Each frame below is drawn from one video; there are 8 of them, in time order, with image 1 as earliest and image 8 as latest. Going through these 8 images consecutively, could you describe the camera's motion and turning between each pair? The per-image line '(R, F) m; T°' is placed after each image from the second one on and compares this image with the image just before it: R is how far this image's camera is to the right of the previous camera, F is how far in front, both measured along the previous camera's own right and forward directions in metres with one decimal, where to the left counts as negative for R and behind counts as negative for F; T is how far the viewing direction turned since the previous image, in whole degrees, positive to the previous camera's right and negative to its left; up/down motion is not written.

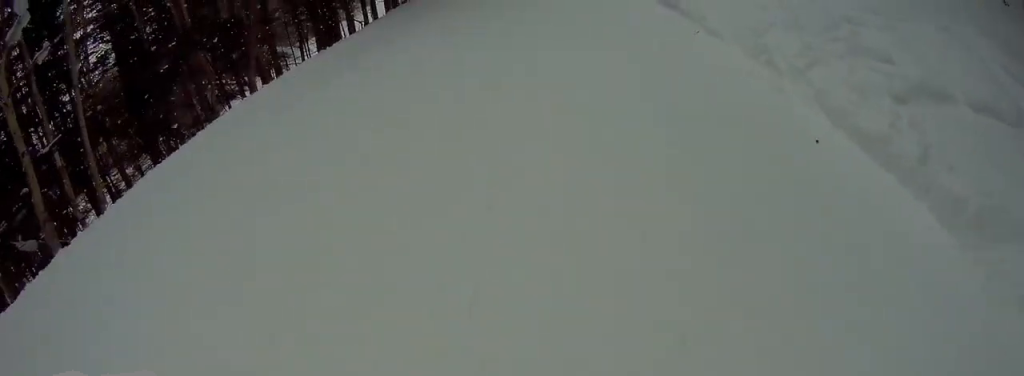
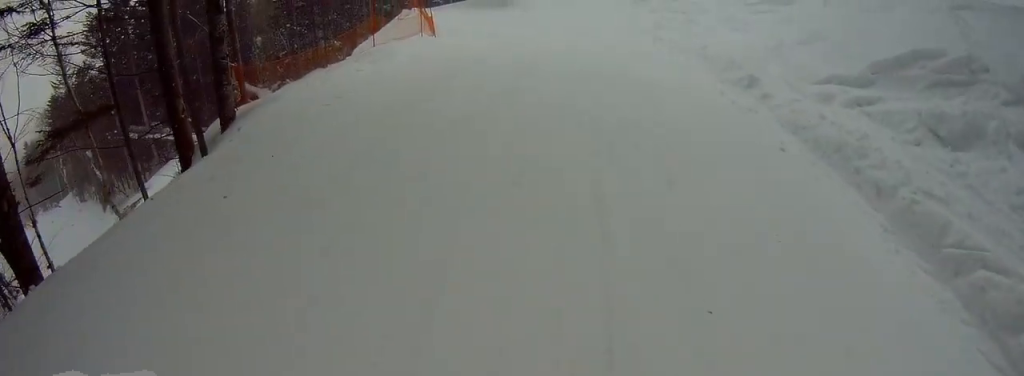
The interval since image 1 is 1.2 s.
(-0.8, +8.3) m; -6°
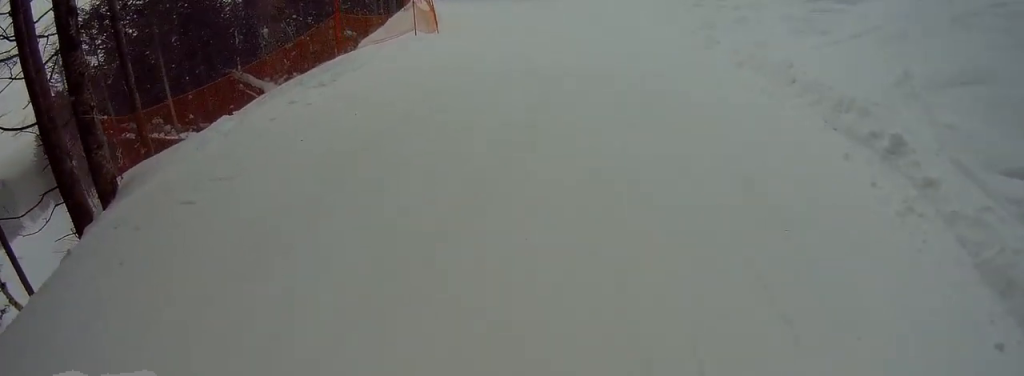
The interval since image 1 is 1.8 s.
(0.0, +4.7) m; 0°
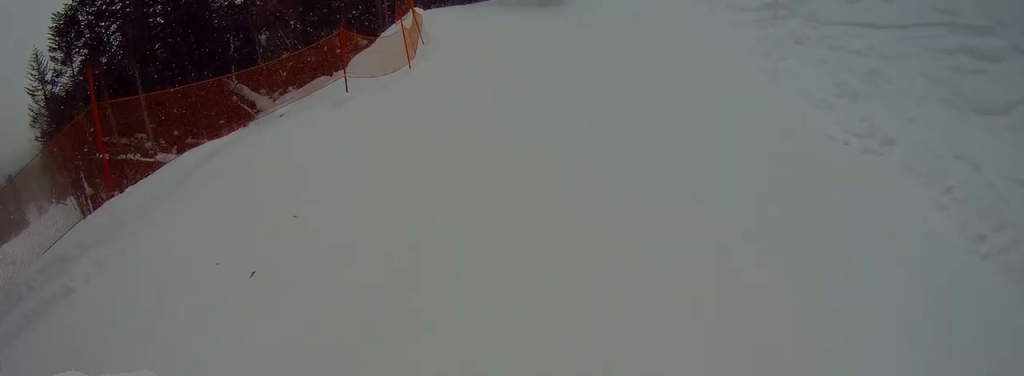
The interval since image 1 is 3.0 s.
(0.0, +8.4) m; -1°
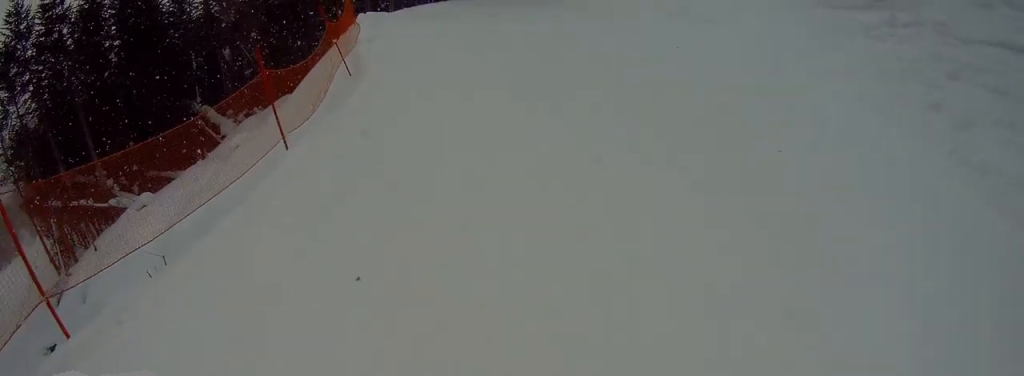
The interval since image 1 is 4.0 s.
(-0.2, +7.2) m; -8°
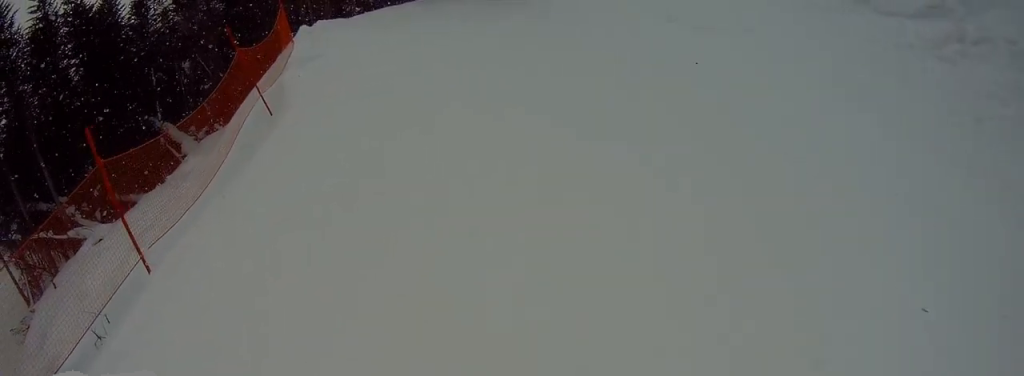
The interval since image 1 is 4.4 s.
(-0.3, +2.8) m; -3°
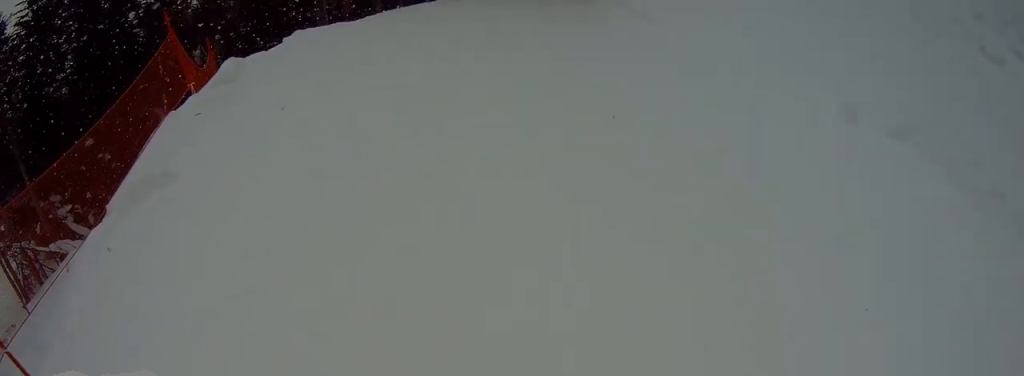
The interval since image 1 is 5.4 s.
(-0.4, +6.6) m; -4°
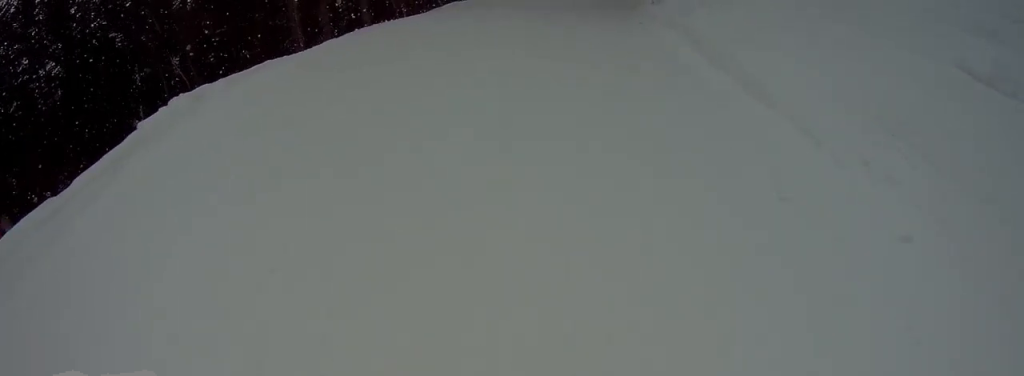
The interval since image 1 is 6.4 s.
(0.0, +6.6) m; +9°
